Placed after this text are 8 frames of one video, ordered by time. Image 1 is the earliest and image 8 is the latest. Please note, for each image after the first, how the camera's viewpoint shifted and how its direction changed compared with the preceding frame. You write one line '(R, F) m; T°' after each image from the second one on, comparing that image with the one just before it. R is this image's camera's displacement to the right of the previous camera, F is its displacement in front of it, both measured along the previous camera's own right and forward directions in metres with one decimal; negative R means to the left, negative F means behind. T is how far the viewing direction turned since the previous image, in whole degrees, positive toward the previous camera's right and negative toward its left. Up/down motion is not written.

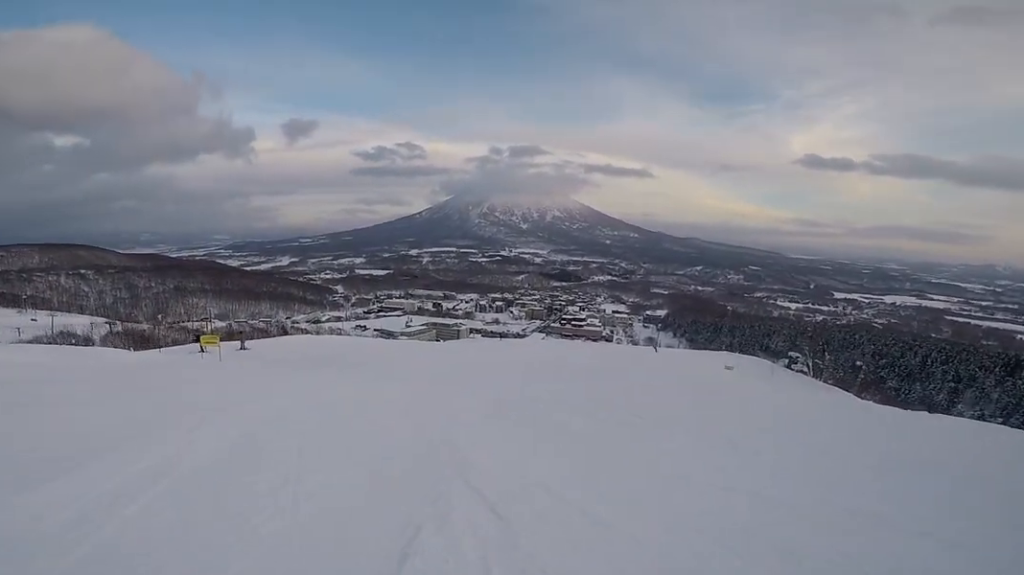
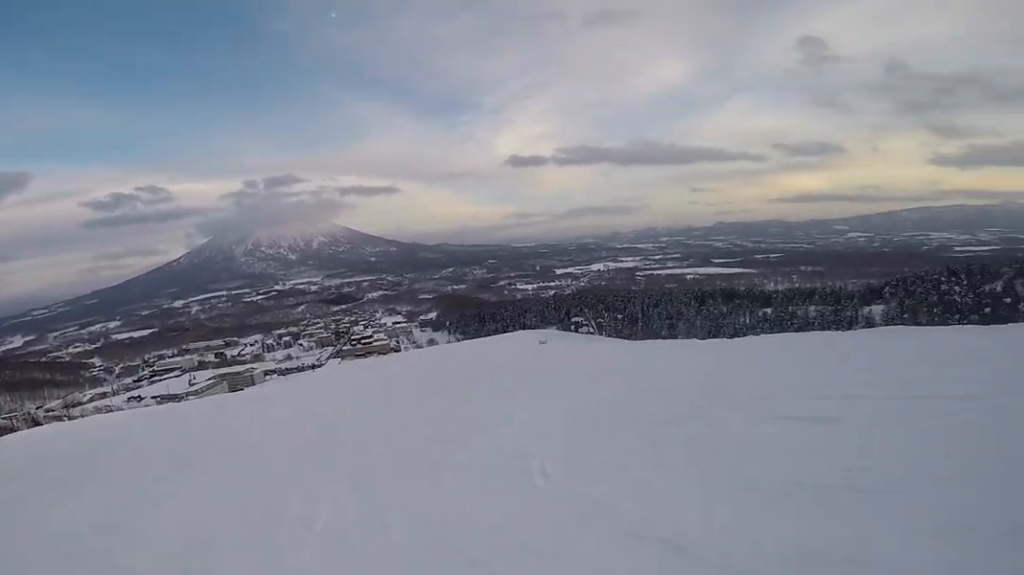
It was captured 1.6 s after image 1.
(+0.6, +10.6) m; +11°
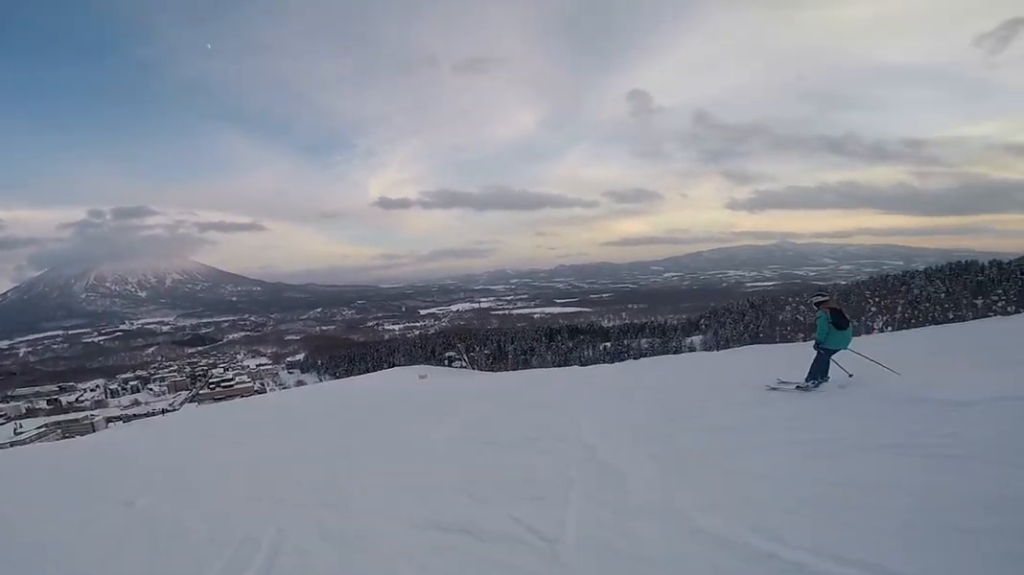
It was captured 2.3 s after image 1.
(-0.1, +4.9) m; +10°
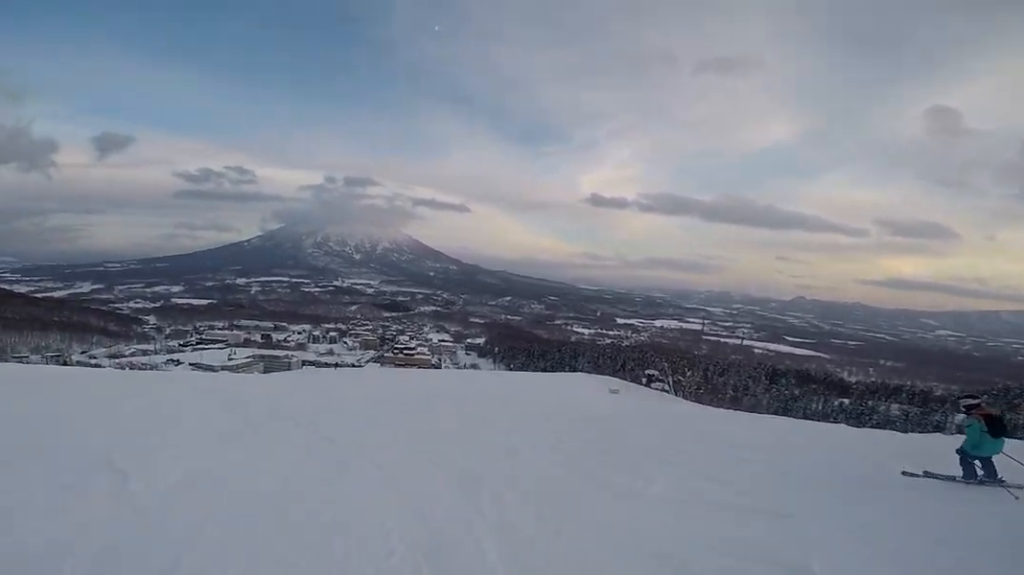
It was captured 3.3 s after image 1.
(+1.5, +7.0) m; -4°
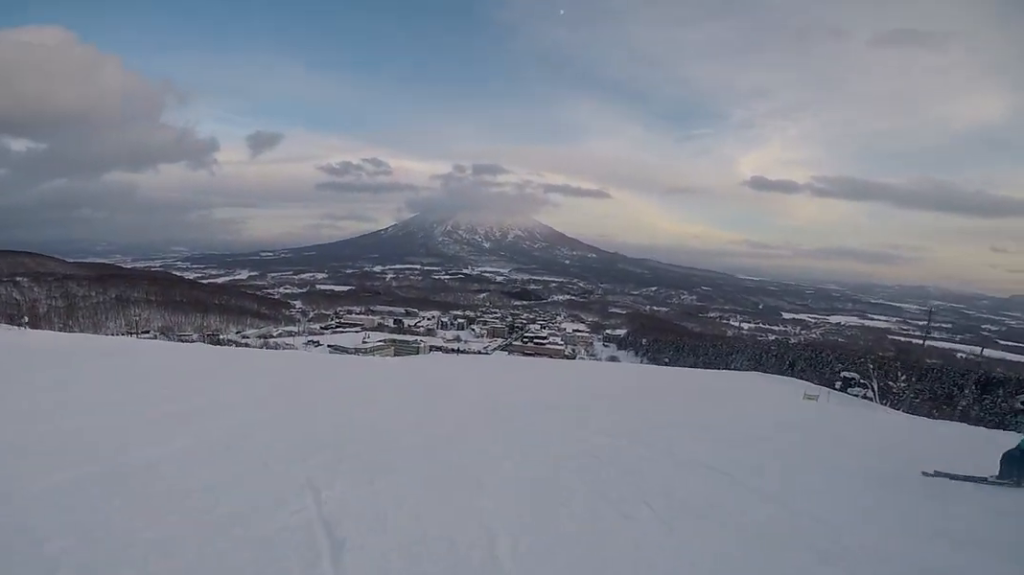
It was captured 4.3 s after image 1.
(-1.9, +5.9) m; -24°
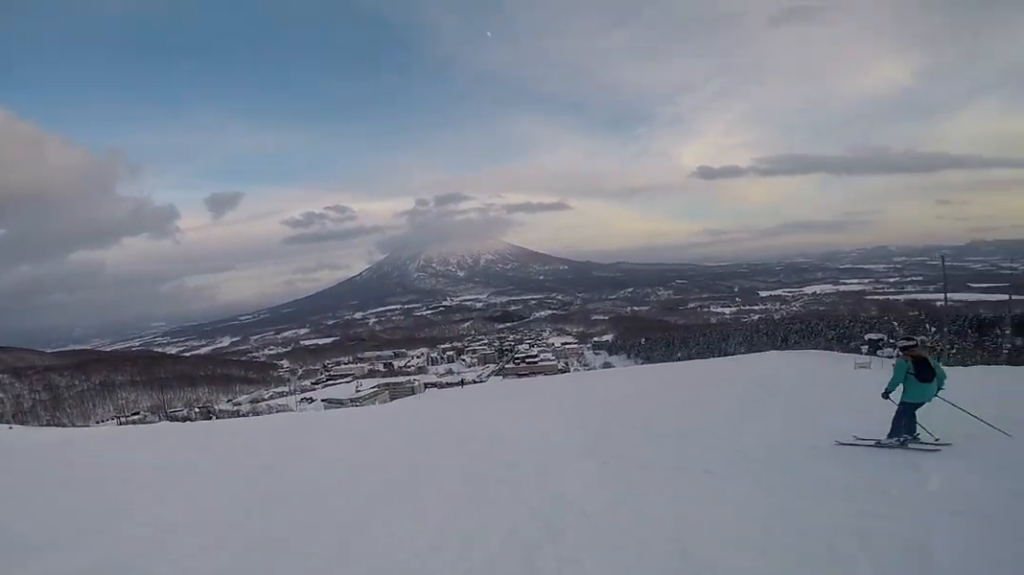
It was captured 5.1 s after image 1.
(-0.6, +5.5) m; +3°
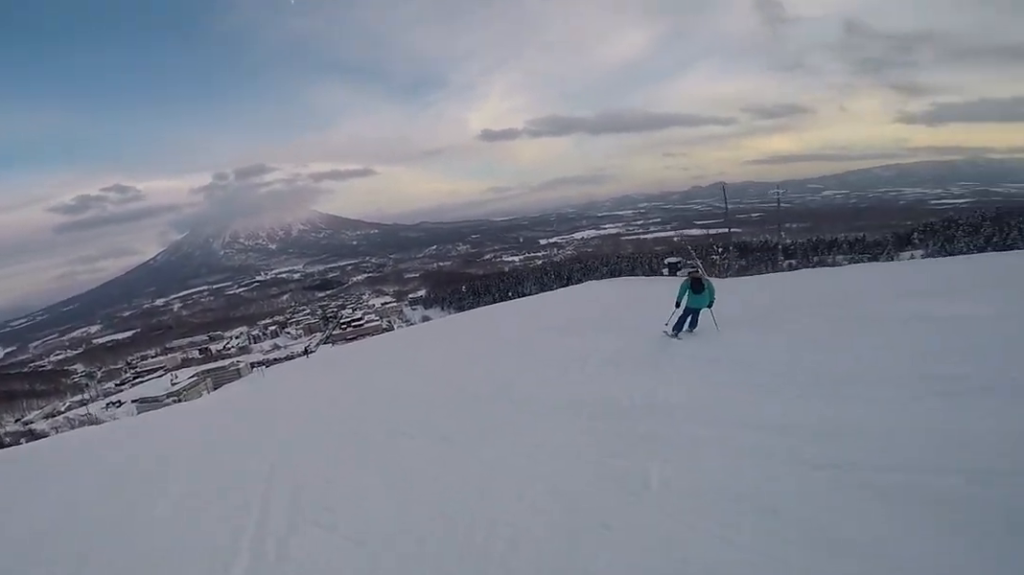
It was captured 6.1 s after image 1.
(+1.1, +6.5) m; +23°
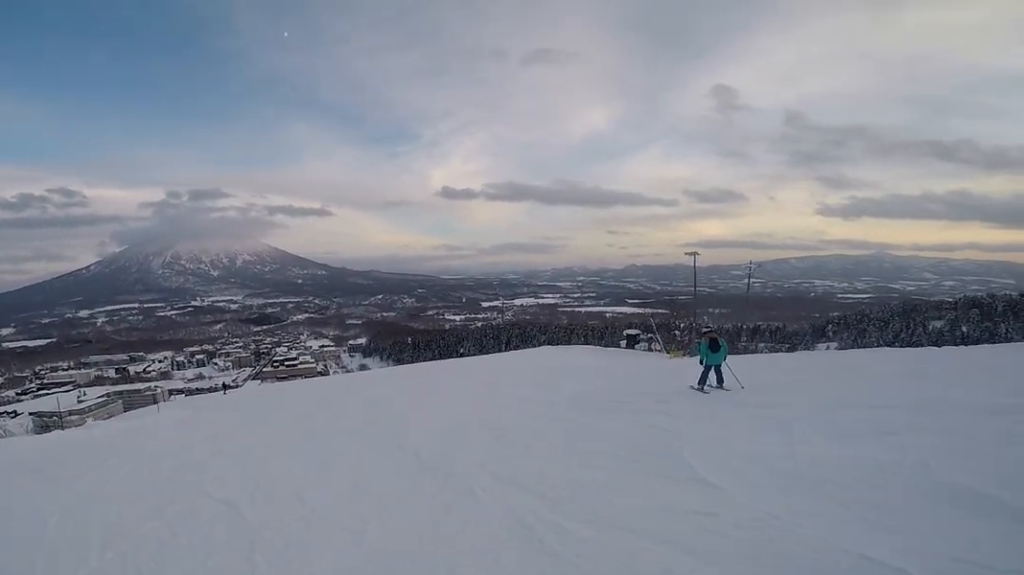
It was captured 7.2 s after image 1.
(+1.6, +6.7) m; +17°
